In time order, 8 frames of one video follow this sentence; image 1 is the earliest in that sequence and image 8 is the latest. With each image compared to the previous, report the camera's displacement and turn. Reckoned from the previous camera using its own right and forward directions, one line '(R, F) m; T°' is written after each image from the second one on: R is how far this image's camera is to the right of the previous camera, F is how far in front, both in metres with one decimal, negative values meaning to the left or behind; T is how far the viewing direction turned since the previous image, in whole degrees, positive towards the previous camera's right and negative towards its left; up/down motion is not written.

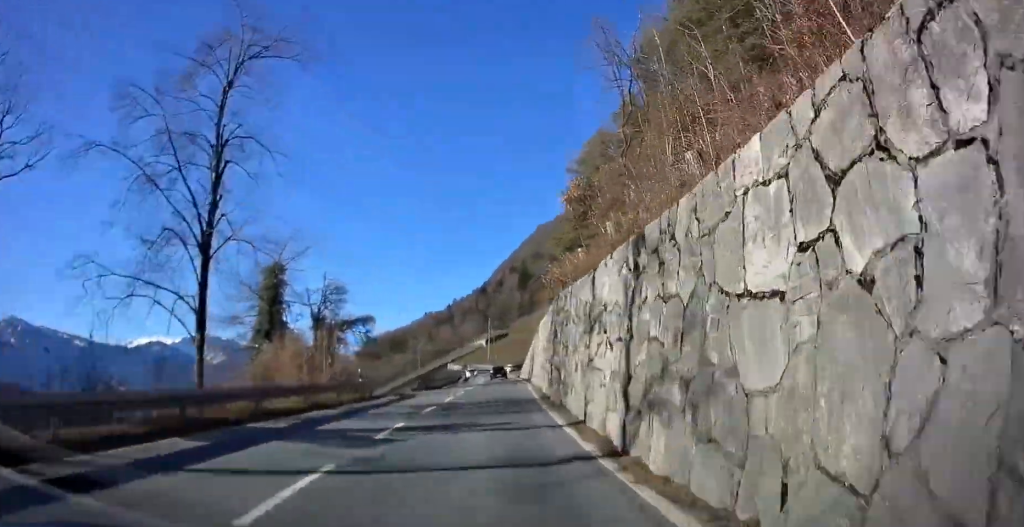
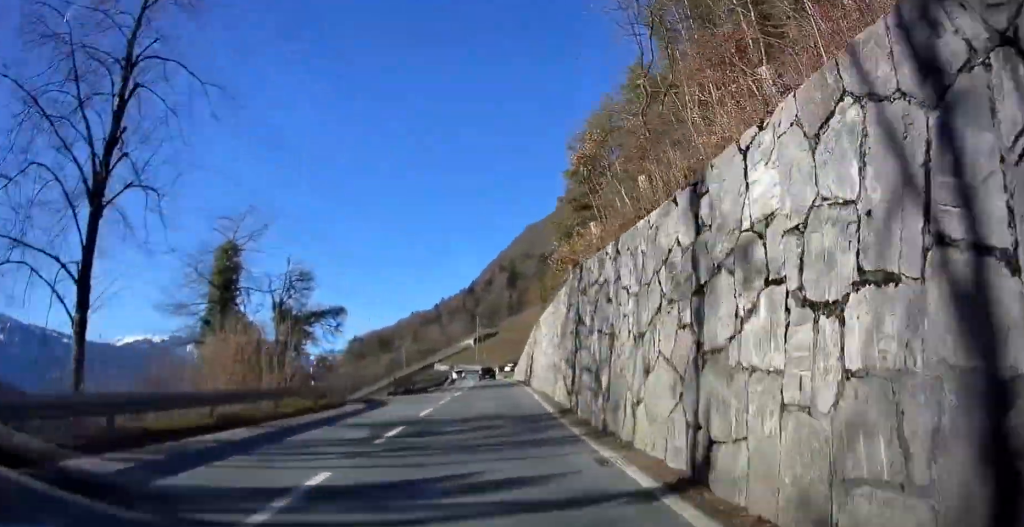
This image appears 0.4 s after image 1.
(+0.1, +6.6) m; +2°
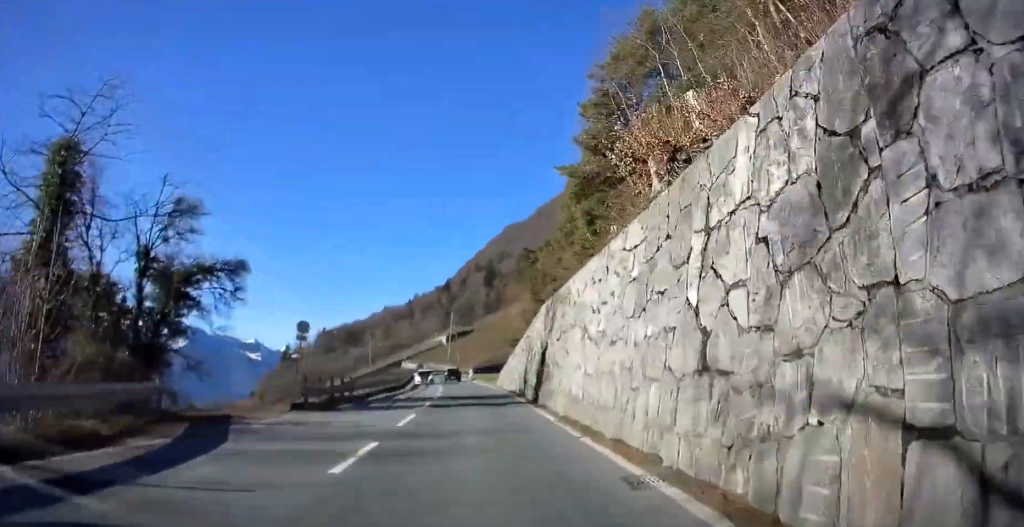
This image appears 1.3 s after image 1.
(+0.5, +14.1) m; +3°
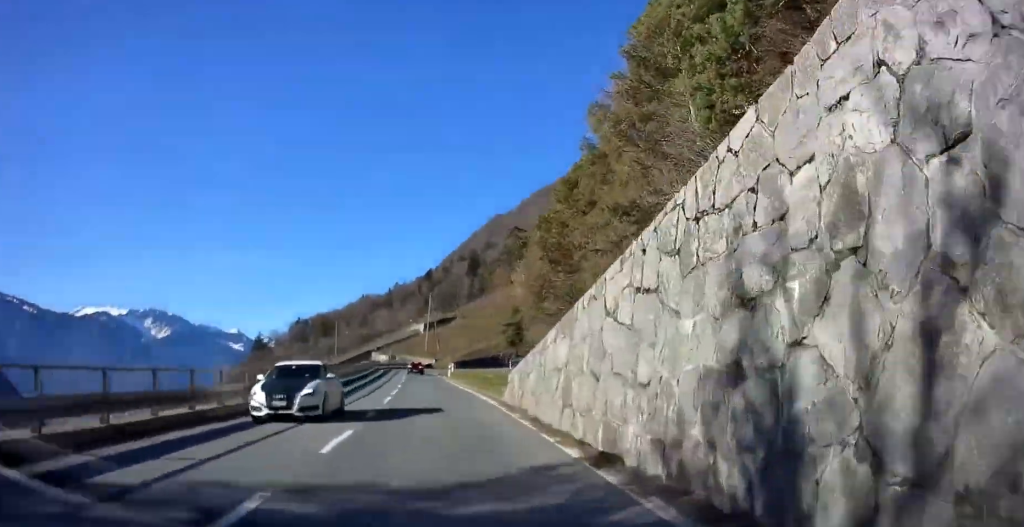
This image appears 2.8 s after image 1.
(+0.5, +22.8) m; 0°
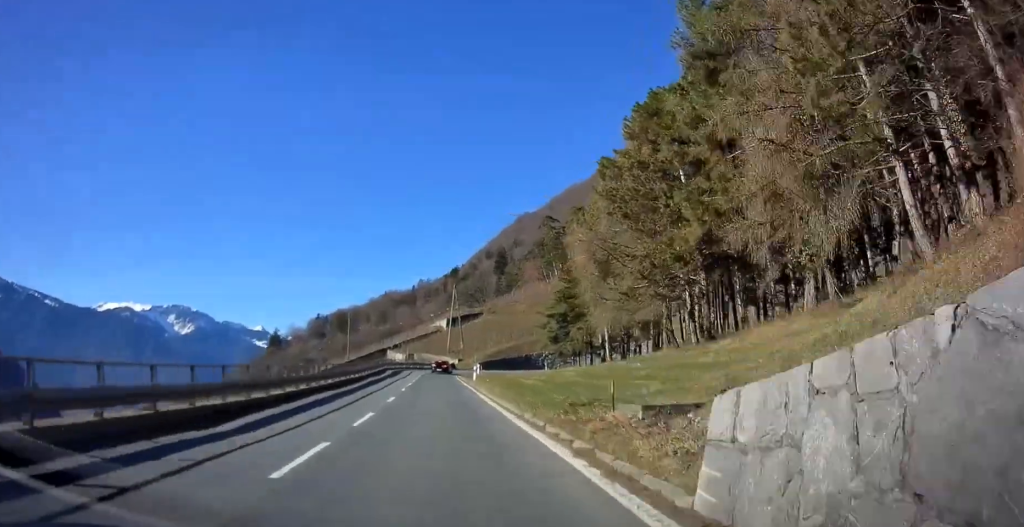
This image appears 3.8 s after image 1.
(-0.3, +14.4) m; -1°
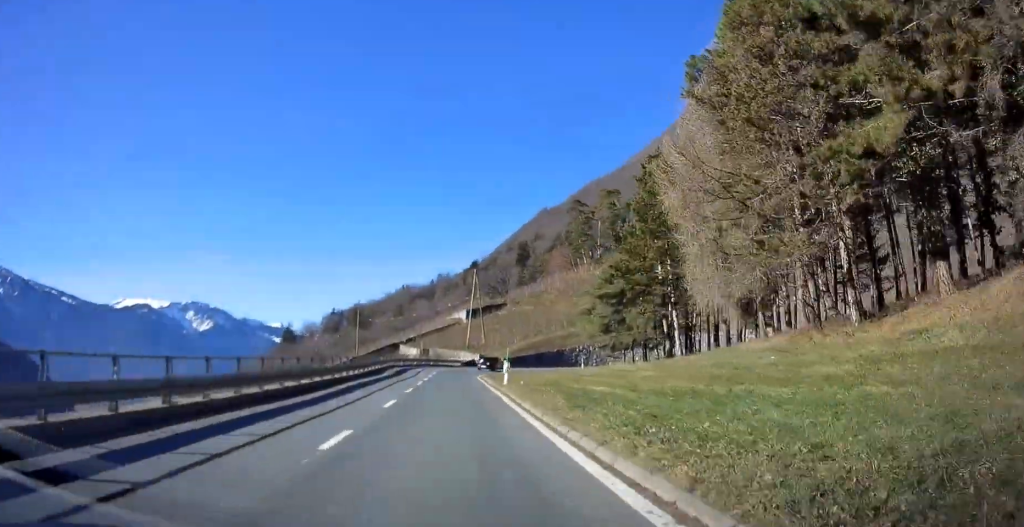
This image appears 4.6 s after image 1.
(0.0, +11.9) m; 0°
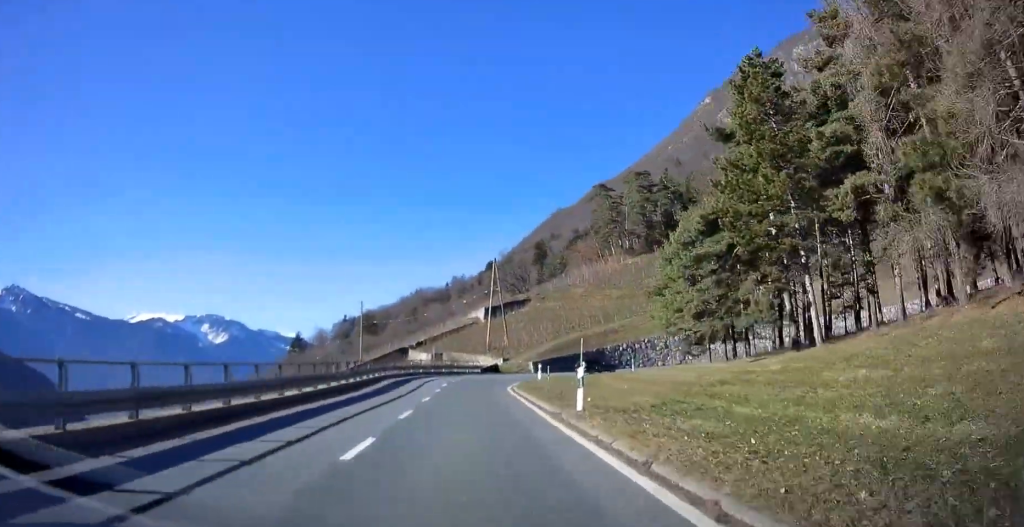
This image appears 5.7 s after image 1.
(-0.1, +14.8) m; -2°
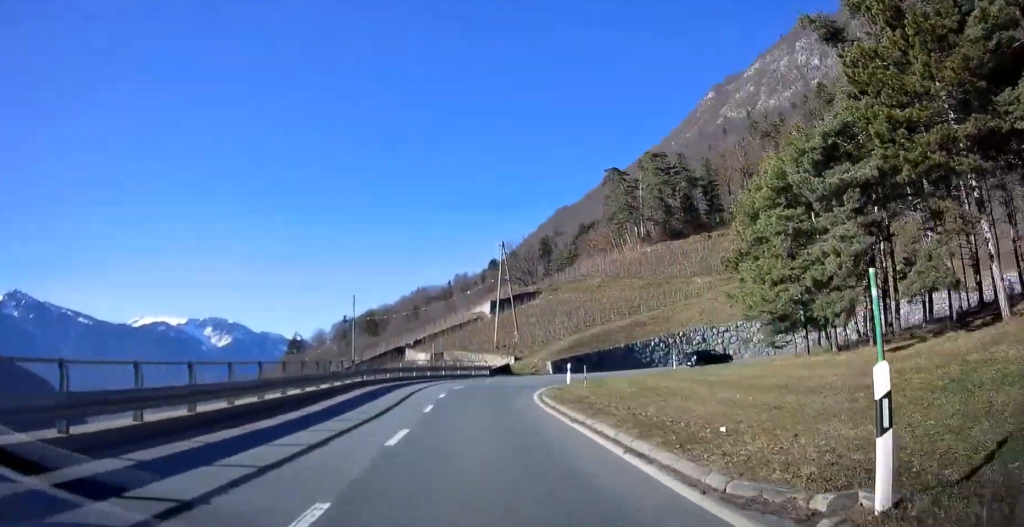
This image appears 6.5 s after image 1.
(-0.3, +10.6) m; -1°
